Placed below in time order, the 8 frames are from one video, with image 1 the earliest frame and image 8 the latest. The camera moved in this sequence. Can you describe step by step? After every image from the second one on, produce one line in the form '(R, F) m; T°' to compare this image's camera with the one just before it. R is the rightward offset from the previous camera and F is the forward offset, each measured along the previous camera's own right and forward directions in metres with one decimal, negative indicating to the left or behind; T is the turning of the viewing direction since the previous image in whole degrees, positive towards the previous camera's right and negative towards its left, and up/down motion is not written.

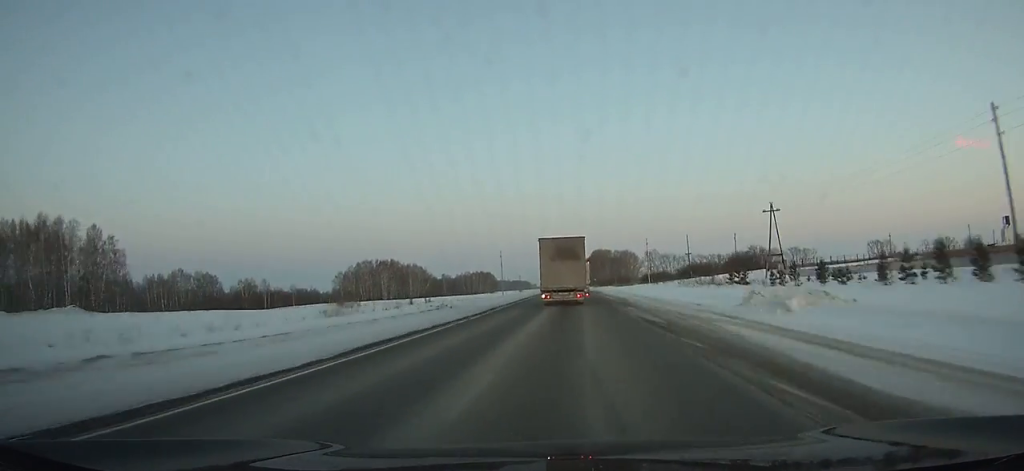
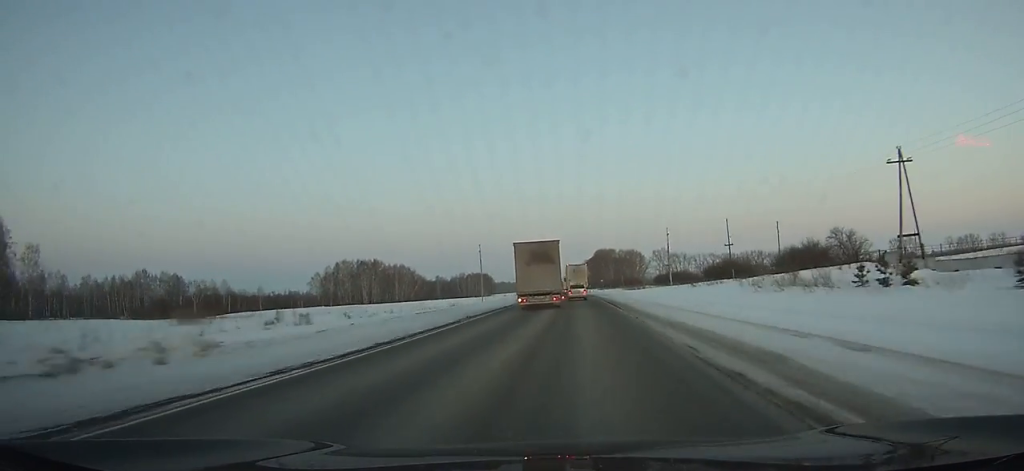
(0.0, +33.2) m; 0°
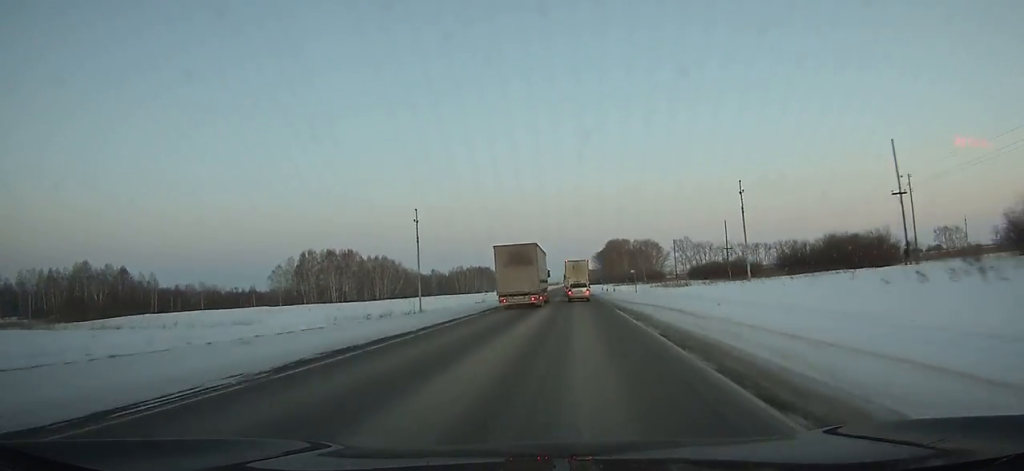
(-0.1, +47.1) m; -1°
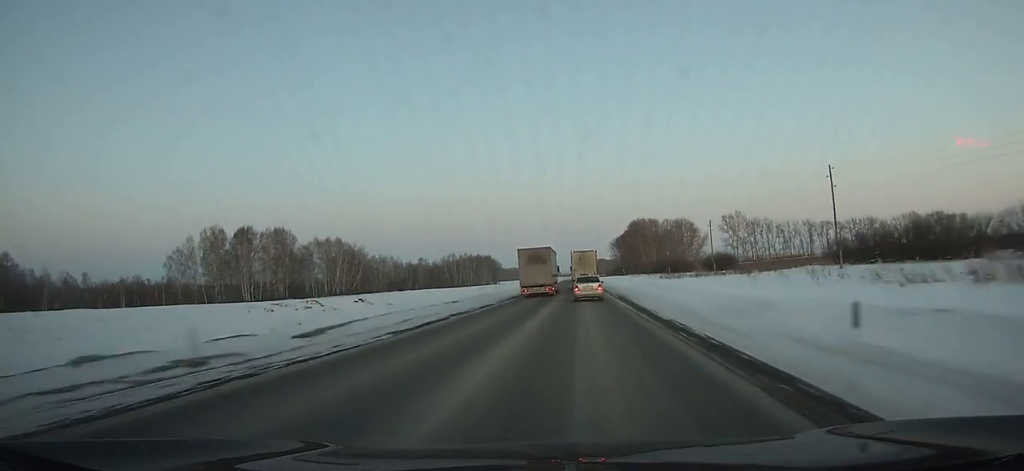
(-1.0, +79.0) m; -1°
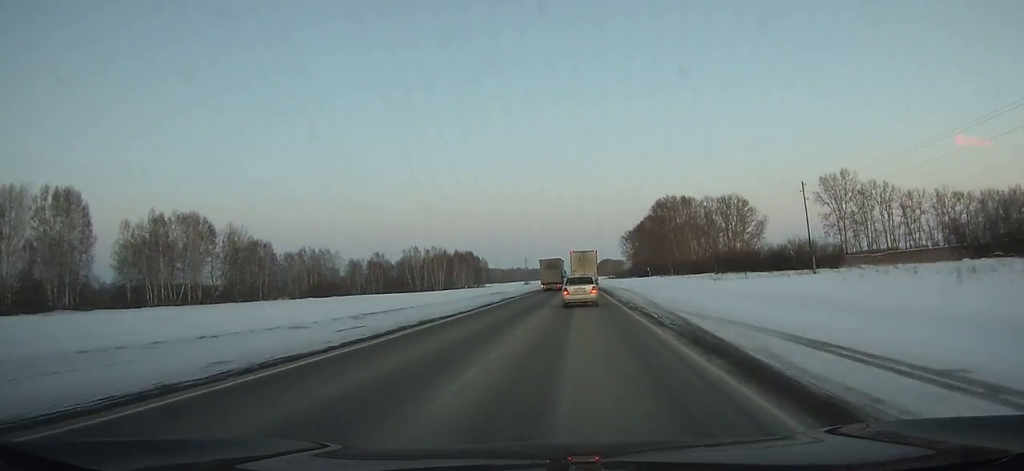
(-0.7, +98.4) m; 0°
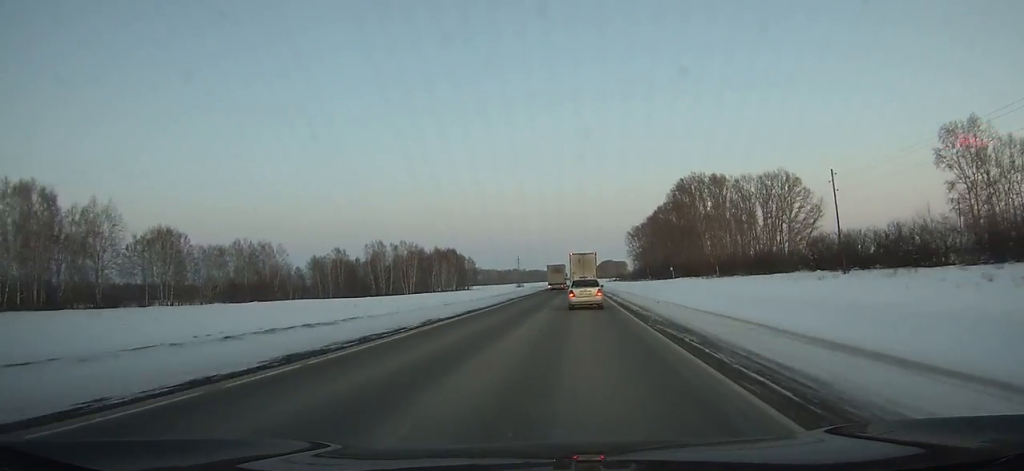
(+0.2, +53.9) m; 0°
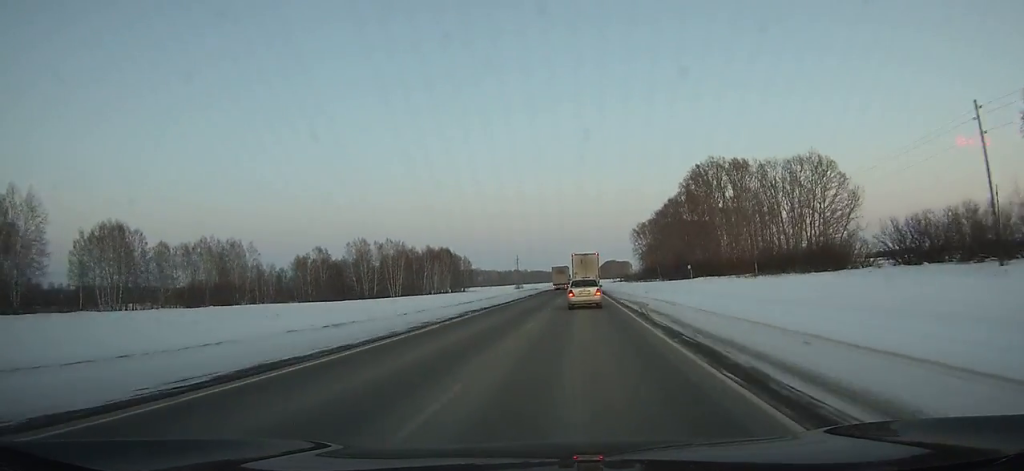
(0.0, +22.6) m; 0°
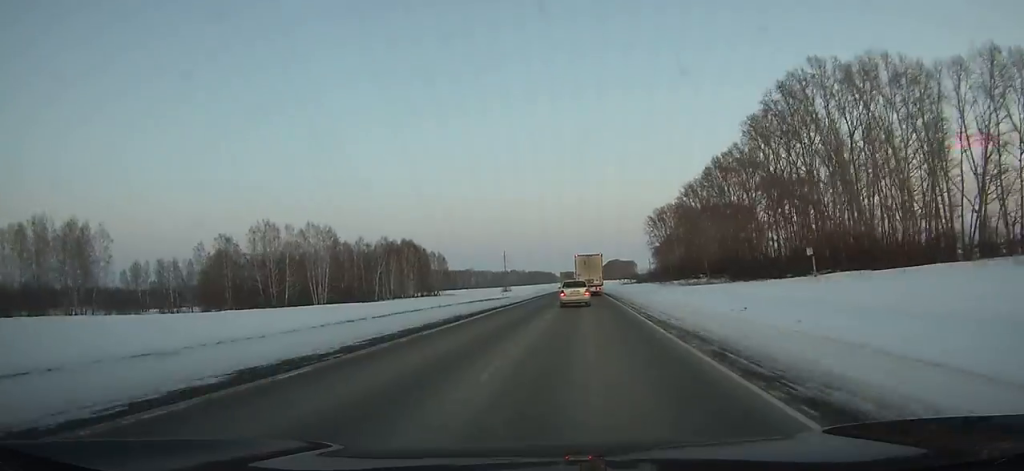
(0.0, +70.2) m; 0°
